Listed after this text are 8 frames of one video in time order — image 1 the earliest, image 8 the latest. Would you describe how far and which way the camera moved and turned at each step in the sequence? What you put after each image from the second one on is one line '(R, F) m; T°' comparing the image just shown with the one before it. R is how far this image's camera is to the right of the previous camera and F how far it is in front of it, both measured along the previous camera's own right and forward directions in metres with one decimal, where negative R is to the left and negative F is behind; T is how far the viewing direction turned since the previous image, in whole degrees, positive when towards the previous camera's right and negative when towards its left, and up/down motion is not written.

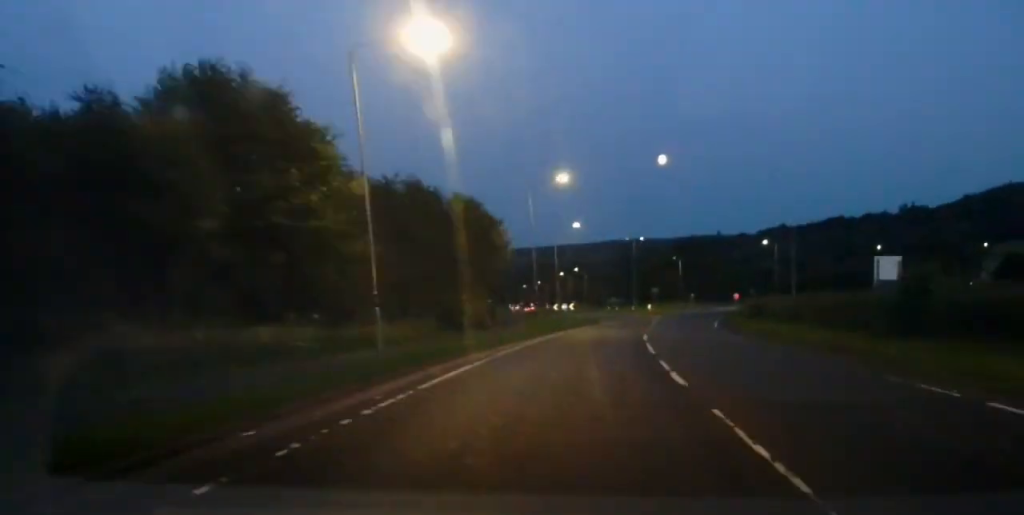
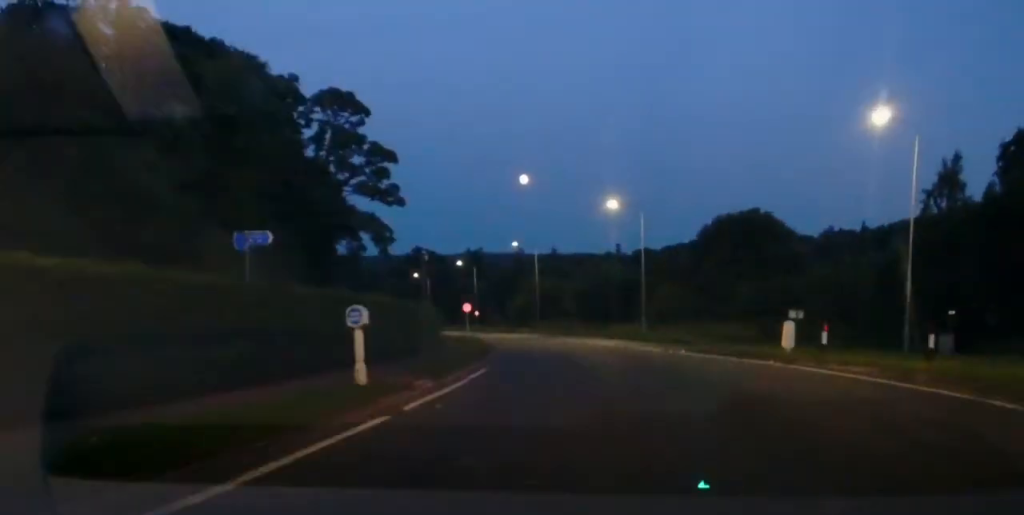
(+1.8, +173.6) m; -3°
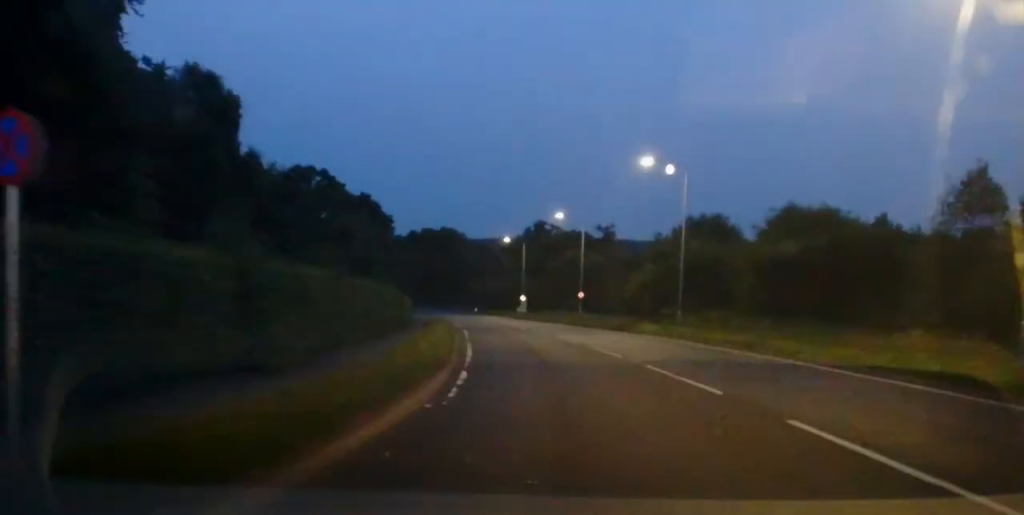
(-3.8, +52.3) m; -5°
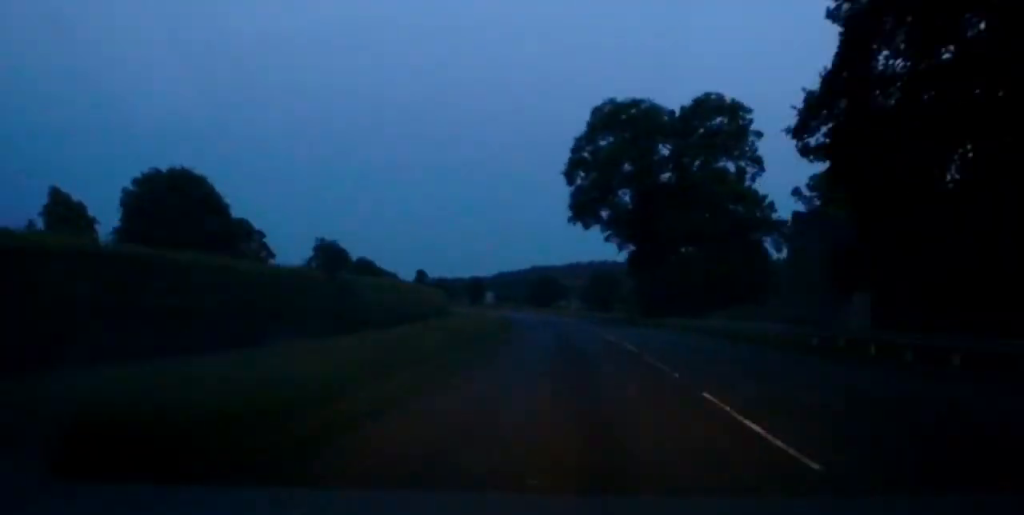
(-22.7, +175.7) m; -17°
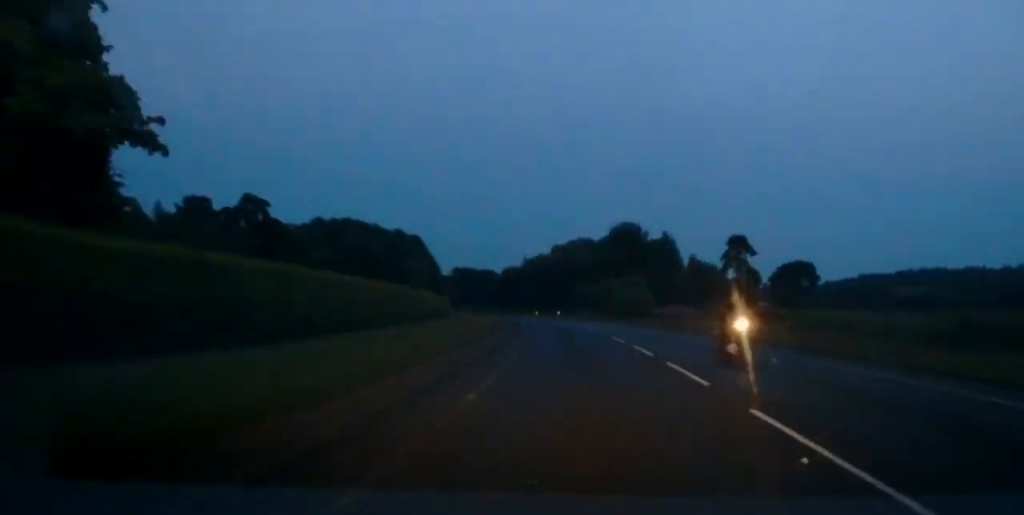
(-52.7, +270.8) m; -23°
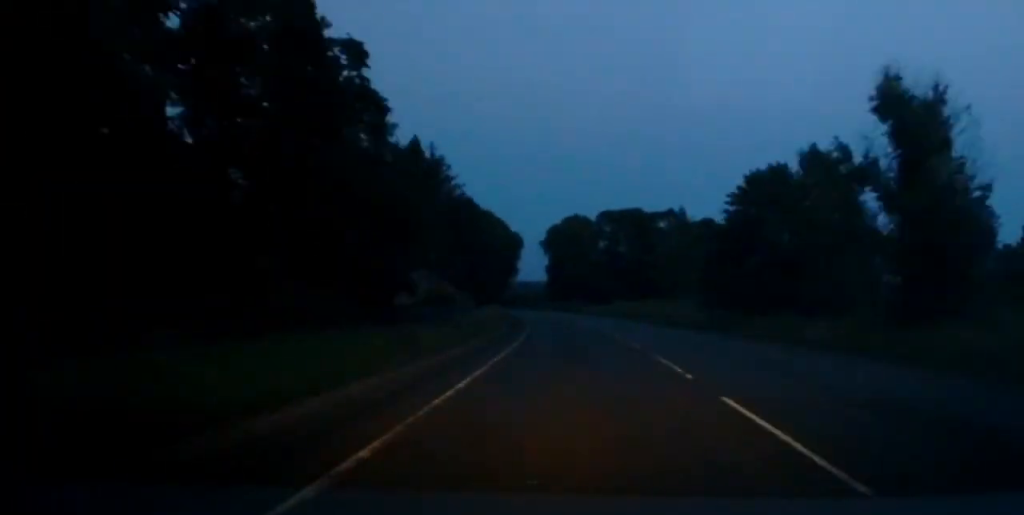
(-45.9, +248.1) m; -15°
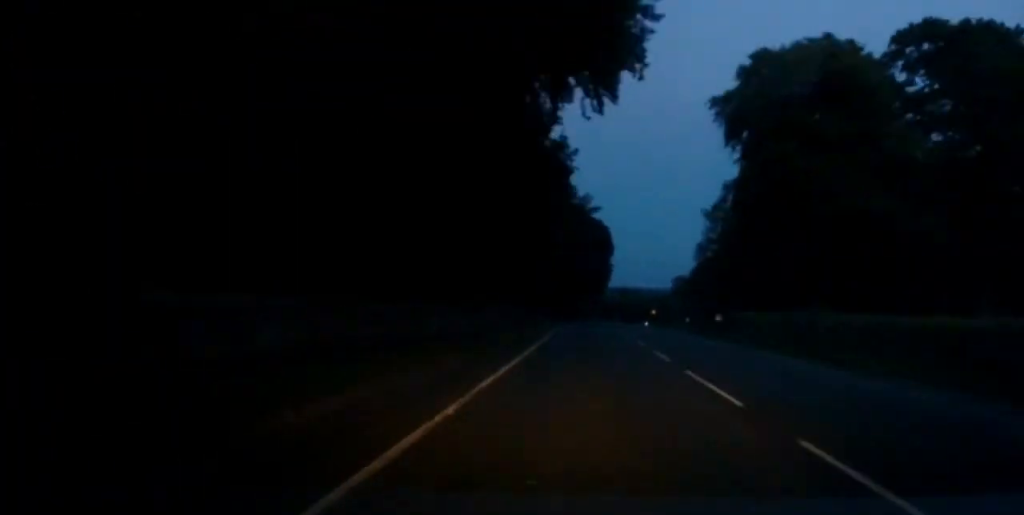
(-11.9, +135.9) m; -2°
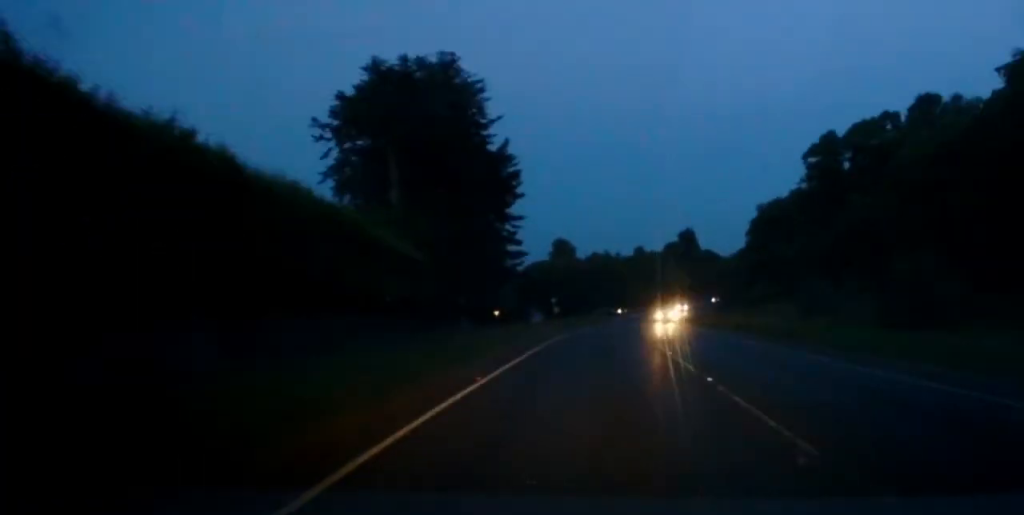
(+7.1, +150.5) m; +8°
